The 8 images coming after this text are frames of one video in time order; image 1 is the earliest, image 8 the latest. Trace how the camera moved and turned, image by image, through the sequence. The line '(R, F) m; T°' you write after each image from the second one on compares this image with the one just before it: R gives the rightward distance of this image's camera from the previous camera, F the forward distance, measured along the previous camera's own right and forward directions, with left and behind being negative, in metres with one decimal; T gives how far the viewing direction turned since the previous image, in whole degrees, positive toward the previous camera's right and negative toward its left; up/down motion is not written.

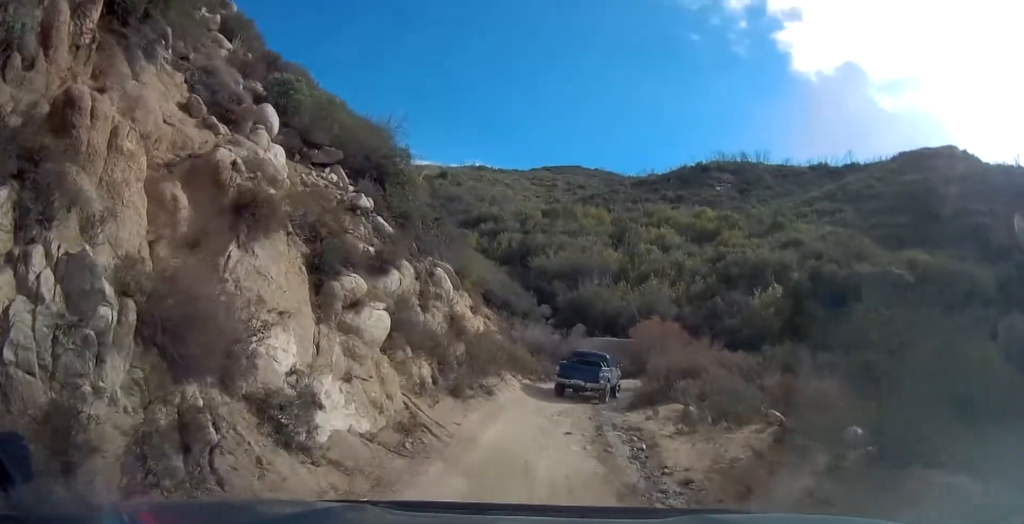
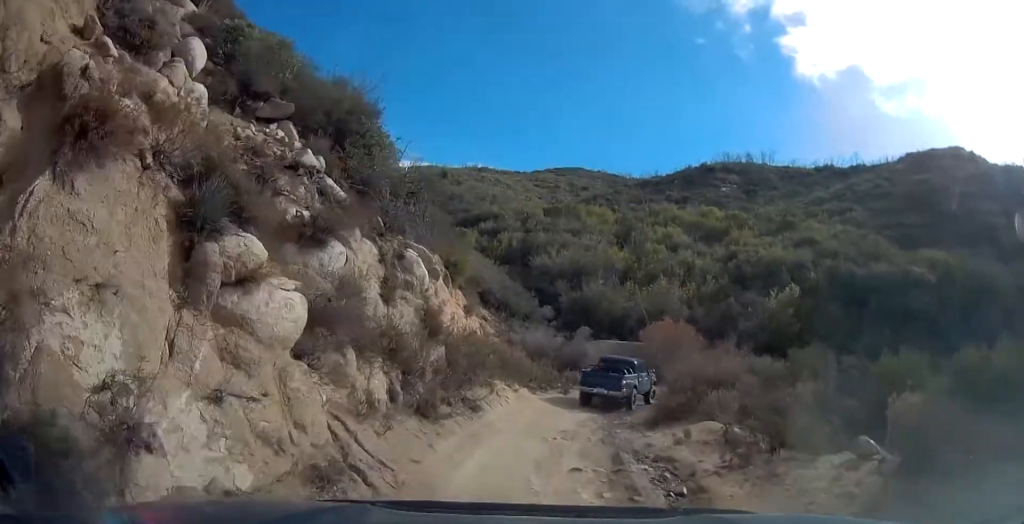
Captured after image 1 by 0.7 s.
(+0.1, +3.4) m; -1°
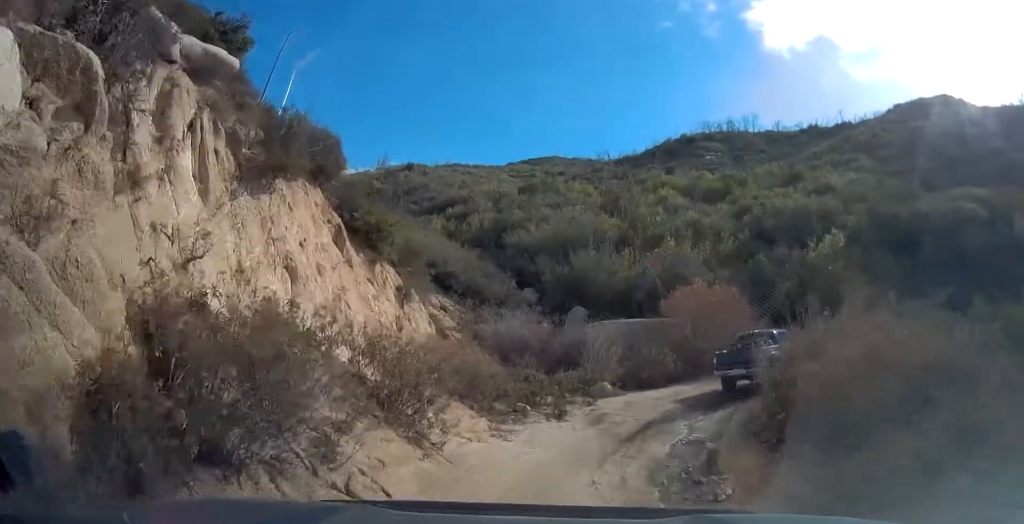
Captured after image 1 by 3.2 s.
(-0.8, +11.5) m; -1°
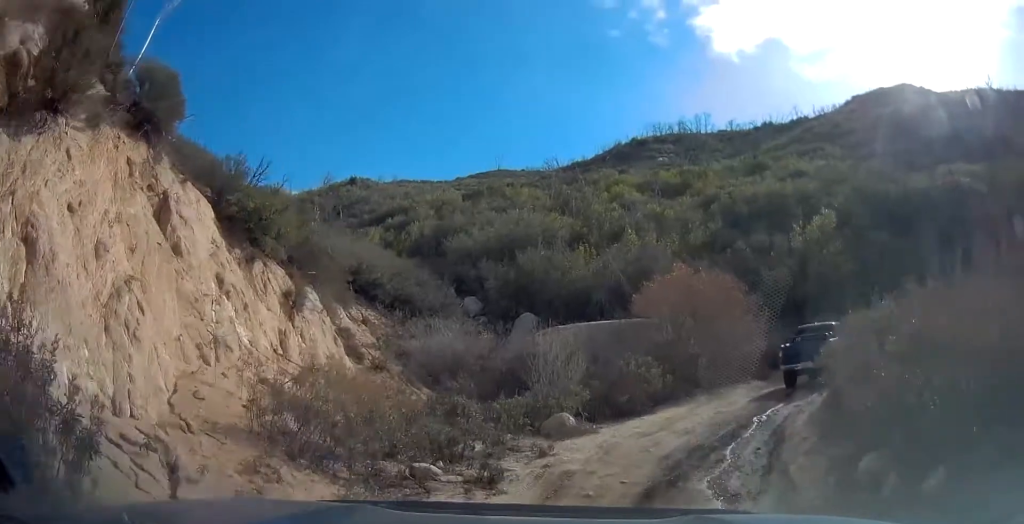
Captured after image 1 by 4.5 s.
(+0.5, +5.7) m; +9°
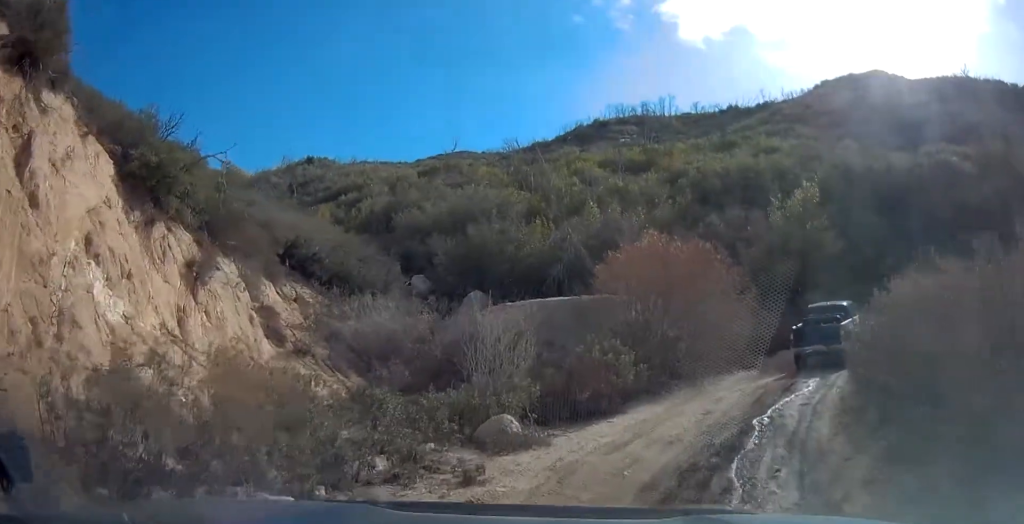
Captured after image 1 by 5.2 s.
(+0.1, +2.8) m; +1°
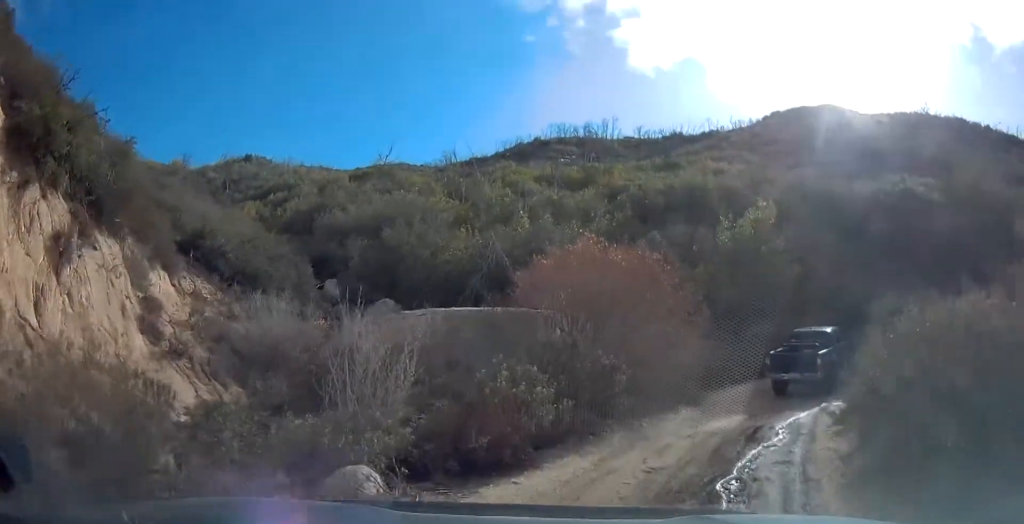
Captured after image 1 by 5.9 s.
(0.0, +2.8) m; +6°
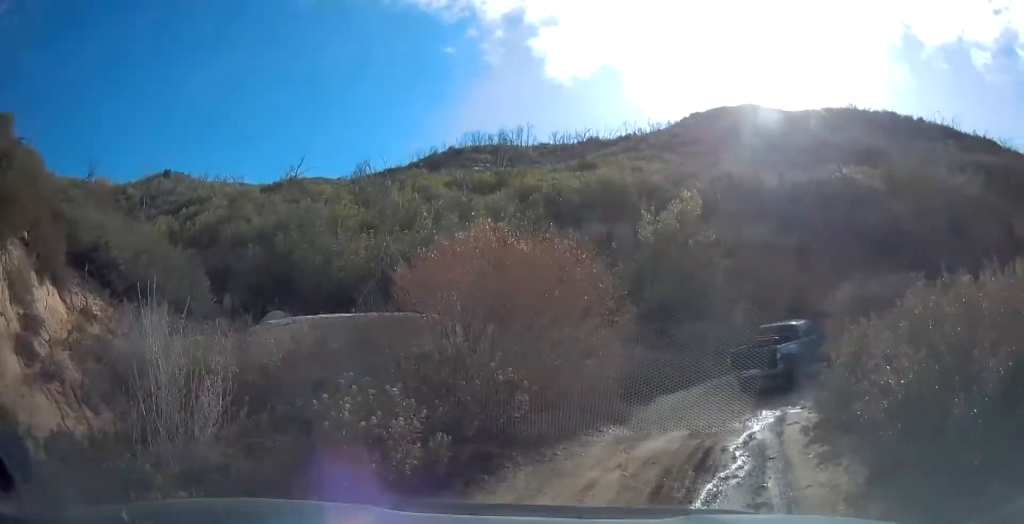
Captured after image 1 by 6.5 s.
(0.0, +2.3) m; +7°
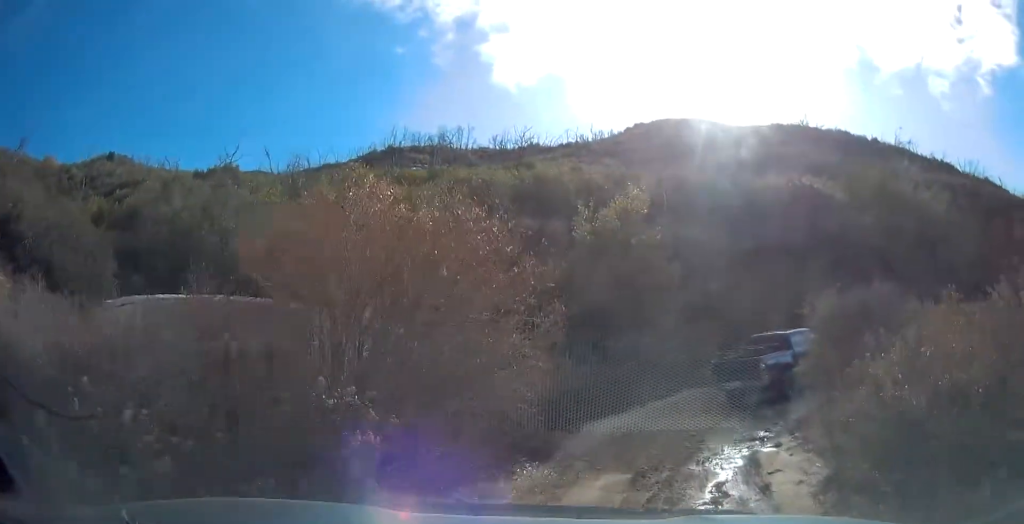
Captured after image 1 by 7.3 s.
(+0.5, +2.8) m; +8°
